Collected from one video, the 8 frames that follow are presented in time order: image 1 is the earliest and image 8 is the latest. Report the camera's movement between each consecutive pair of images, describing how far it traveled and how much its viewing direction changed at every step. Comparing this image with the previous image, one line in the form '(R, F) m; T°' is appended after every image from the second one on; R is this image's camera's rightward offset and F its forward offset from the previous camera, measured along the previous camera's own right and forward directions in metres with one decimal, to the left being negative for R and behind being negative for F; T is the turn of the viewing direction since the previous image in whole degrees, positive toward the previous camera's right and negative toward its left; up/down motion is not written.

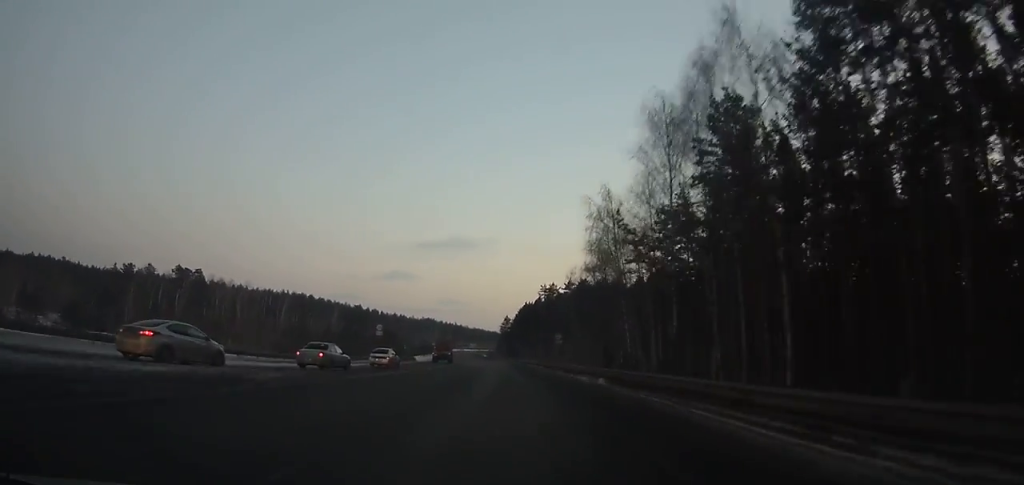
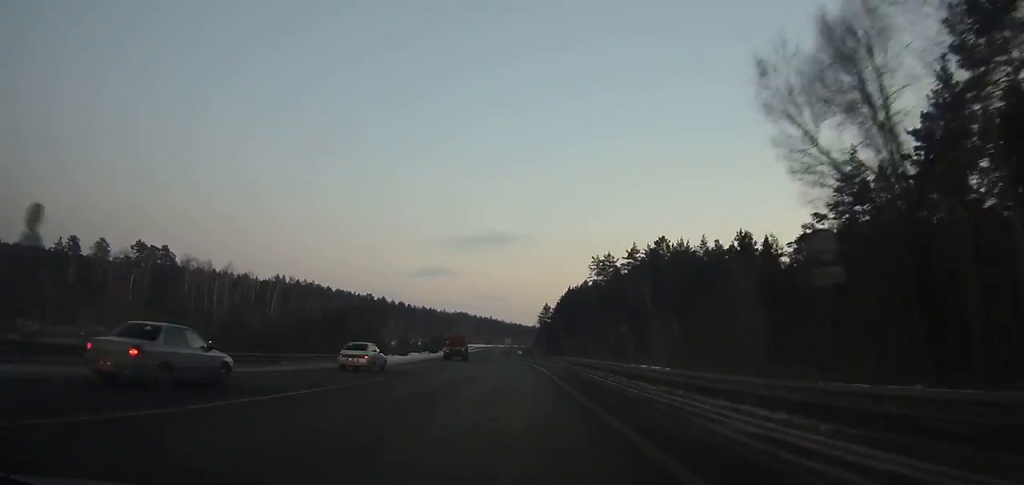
(-1.3, +47.6) m; -2°
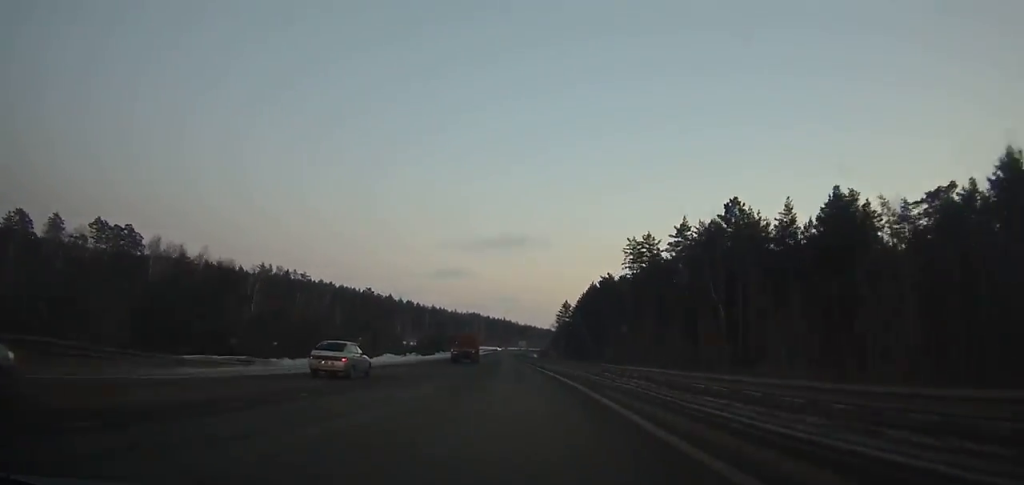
(-0.3, +26.7) m; -1°
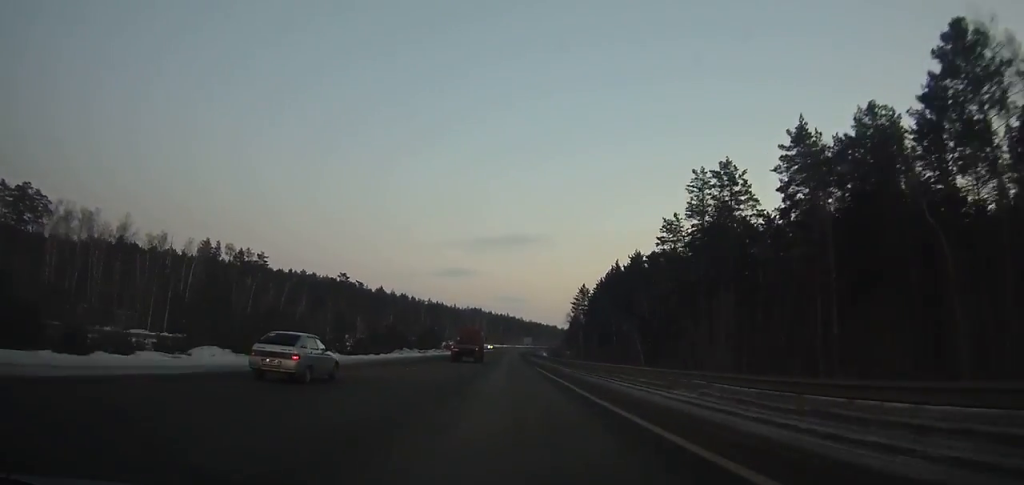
(-0.4, +39.0) m; -1°
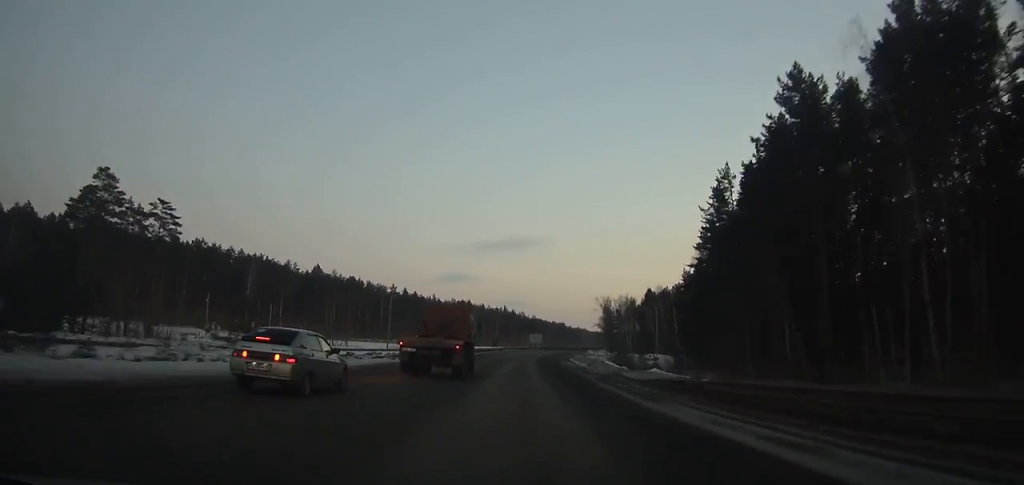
(+0.2, +120.5) m; +2°
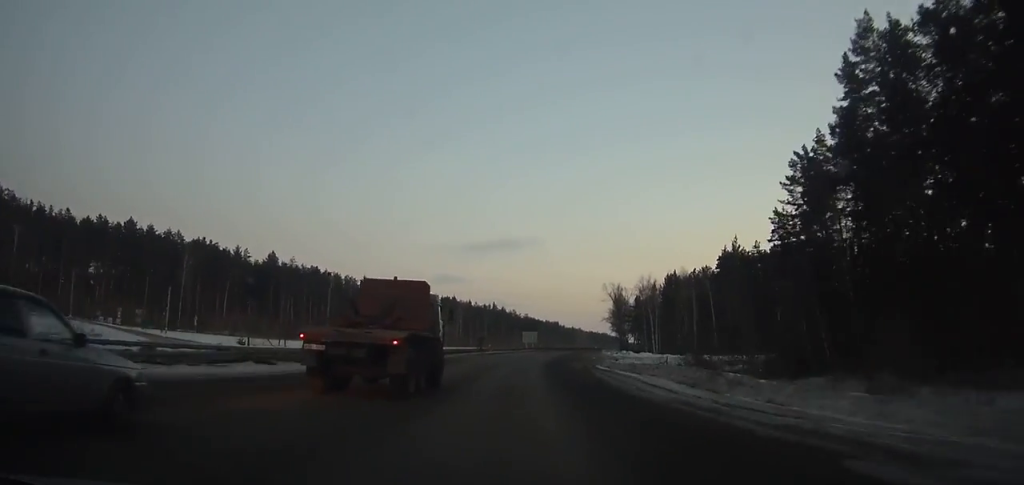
(0.0, +38.7) m; +2°
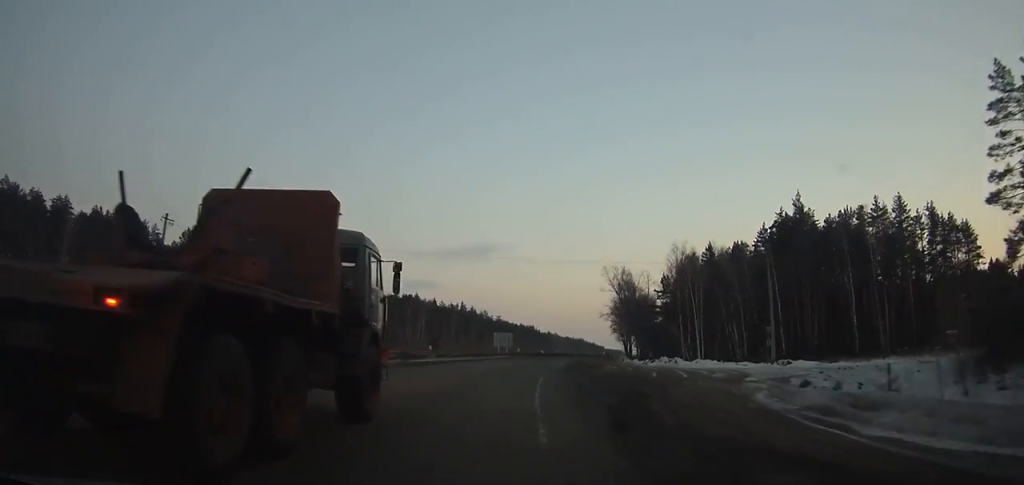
(+1.3, +45.1) m; +4°
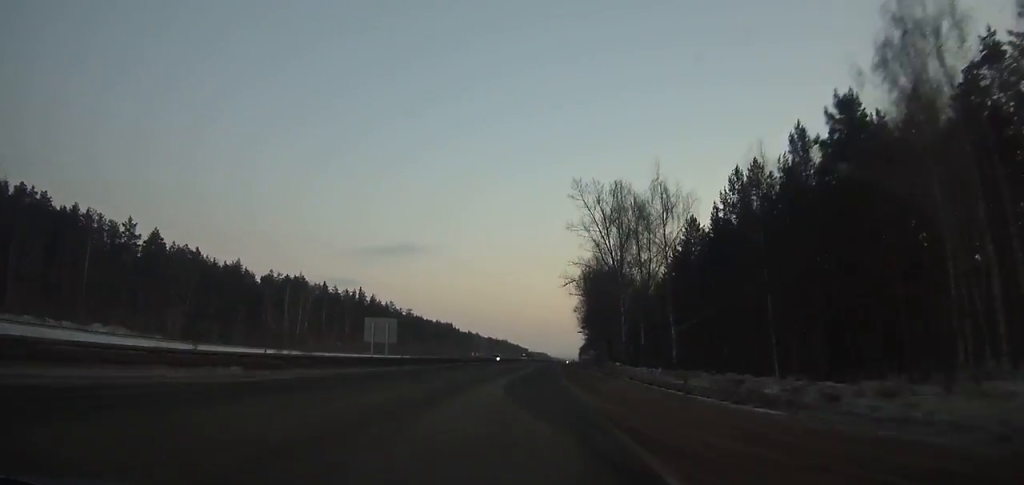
(+3.6, +67.2) m; +6°
